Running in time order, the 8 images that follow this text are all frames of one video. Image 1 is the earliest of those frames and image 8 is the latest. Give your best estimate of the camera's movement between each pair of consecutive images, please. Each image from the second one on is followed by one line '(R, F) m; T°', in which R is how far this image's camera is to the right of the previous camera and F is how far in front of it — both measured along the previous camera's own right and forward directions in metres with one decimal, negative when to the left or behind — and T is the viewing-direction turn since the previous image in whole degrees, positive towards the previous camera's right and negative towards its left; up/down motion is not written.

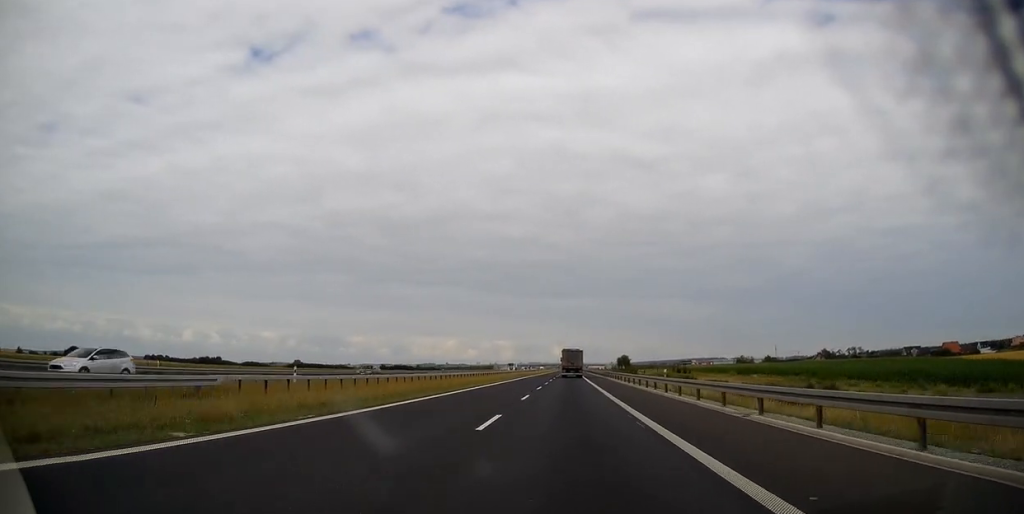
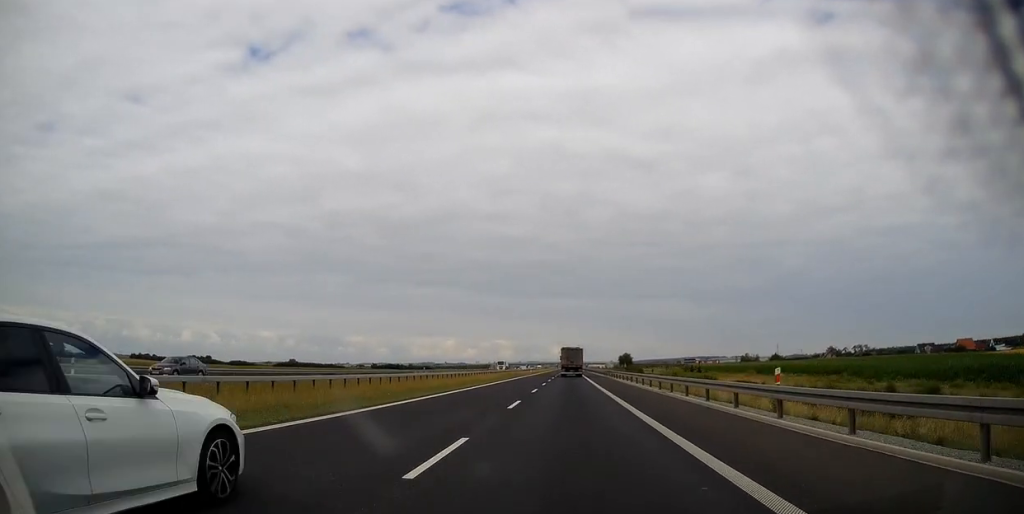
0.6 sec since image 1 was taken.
(0.0, +17.7) m; 0°
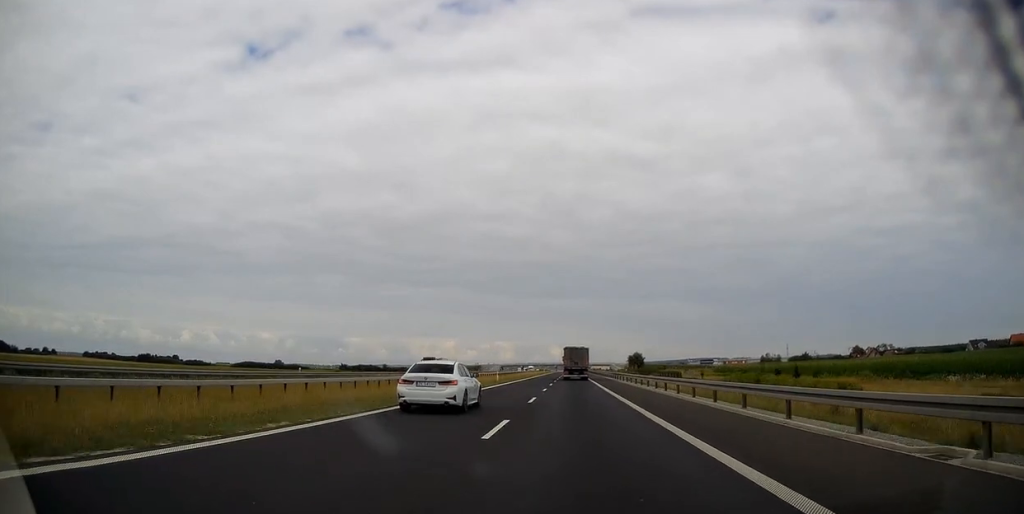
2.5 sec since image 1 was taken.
(+0.1, +55.8) m; 0°
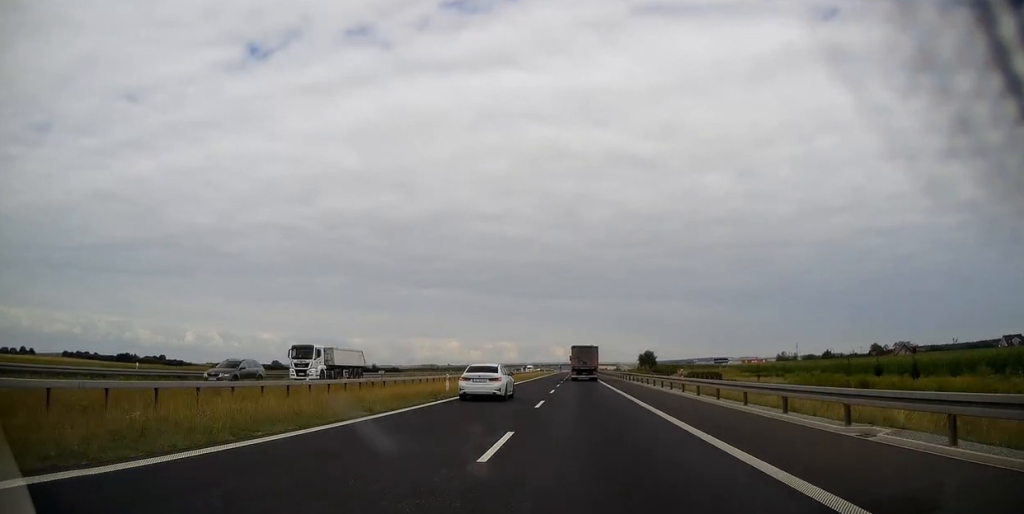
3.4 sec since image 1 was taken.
(-0.1, +25.8) m; 0°
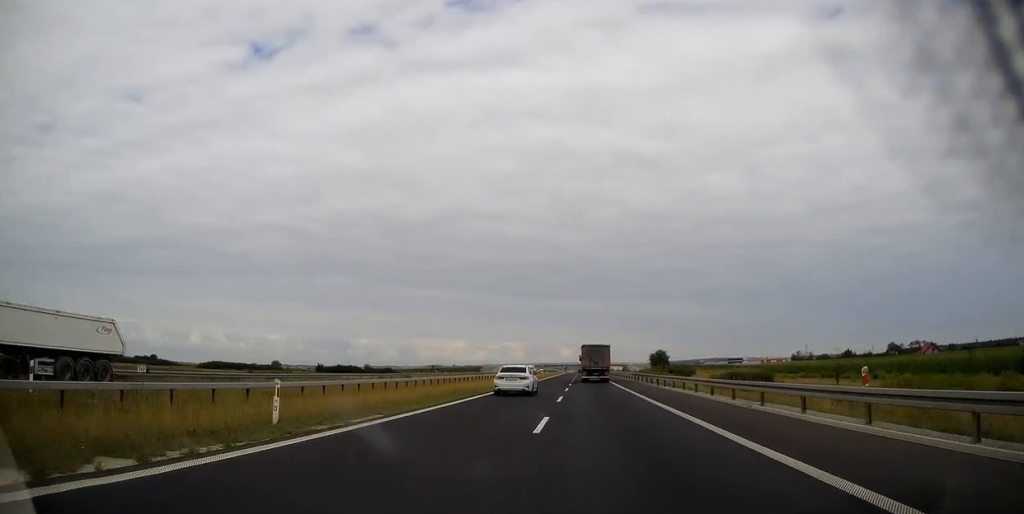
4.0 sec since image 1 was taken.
(-0.1, +20.0) m; 0°
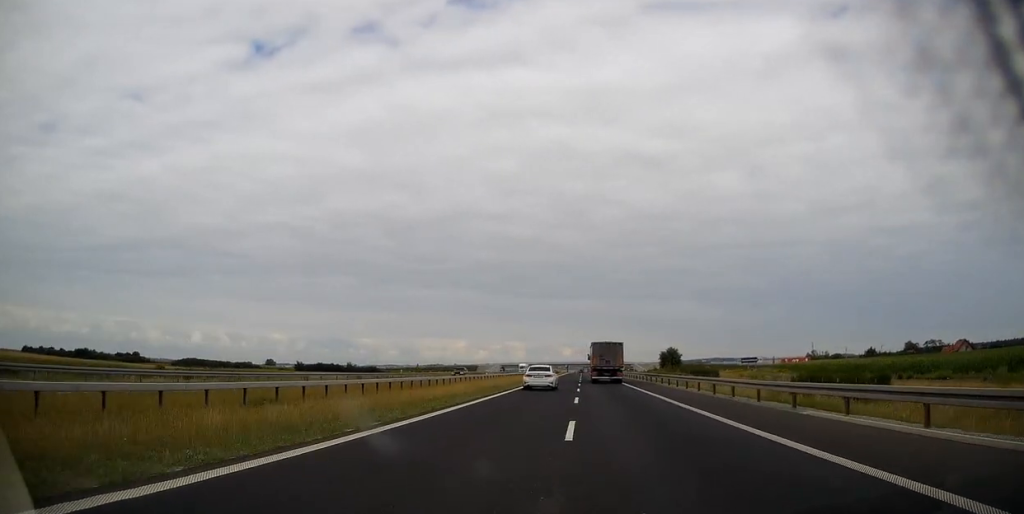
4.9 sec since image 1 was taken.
(0.0, +25.2) m; 0°
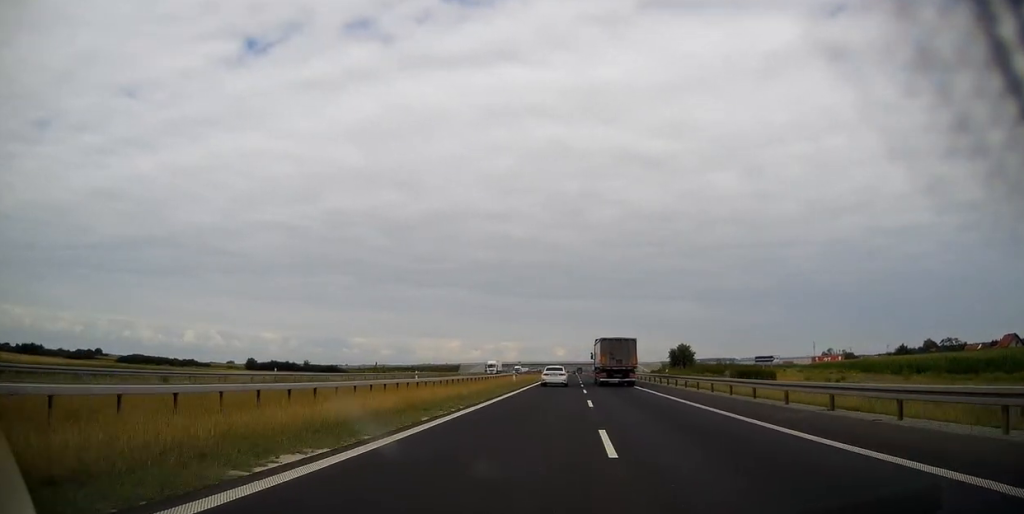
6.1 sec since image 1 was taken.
(0.0, +37.9) m; 0°
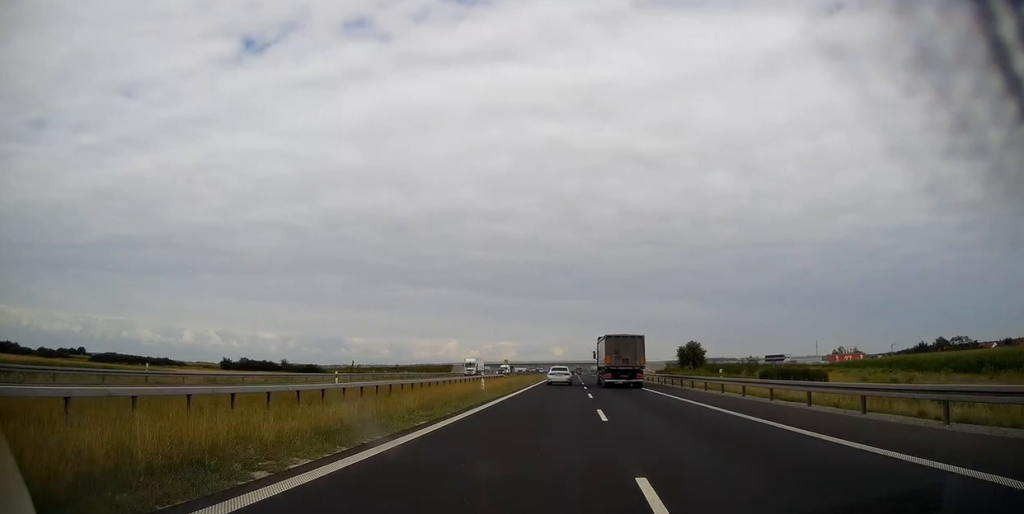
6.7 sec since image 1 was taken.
(0.0, +17.6) m; 0°
